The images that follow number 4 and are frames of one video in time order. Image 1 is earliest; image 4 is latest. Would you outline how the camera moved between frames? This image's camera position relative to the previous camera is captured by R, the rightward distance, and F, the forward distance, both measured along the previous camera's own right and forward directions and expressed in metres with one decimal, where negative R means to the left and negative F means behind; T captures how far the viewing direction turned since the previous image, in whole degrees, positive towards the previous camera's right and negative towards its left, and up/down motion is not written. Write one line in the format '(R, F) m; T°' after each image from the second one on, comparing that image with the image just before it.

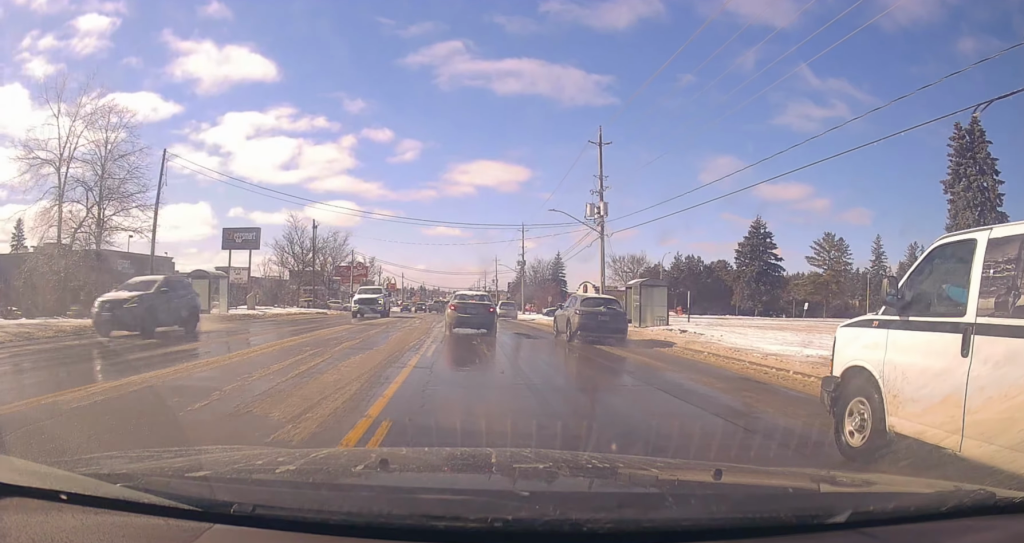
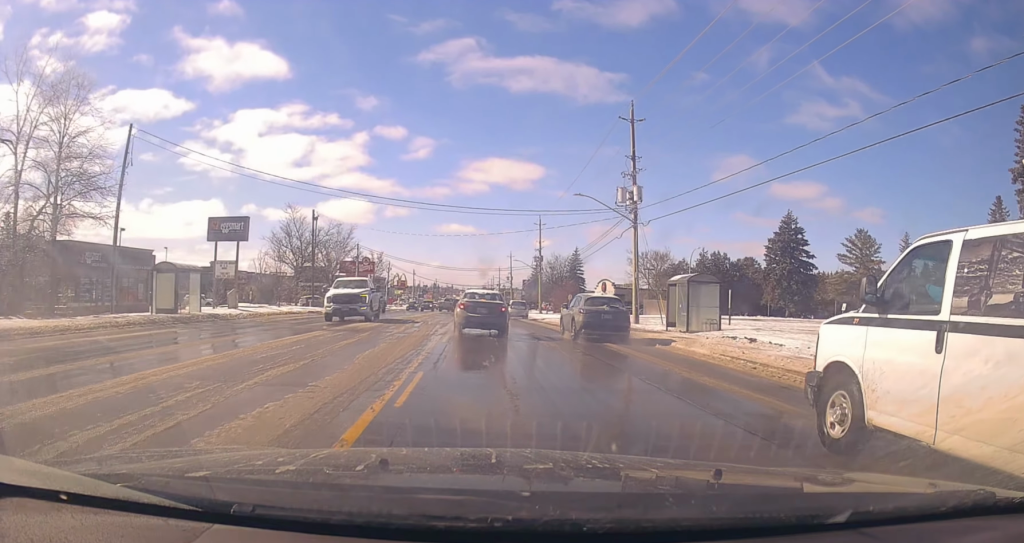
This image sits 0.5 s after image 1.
(-0.3, +5.6) m; -2°
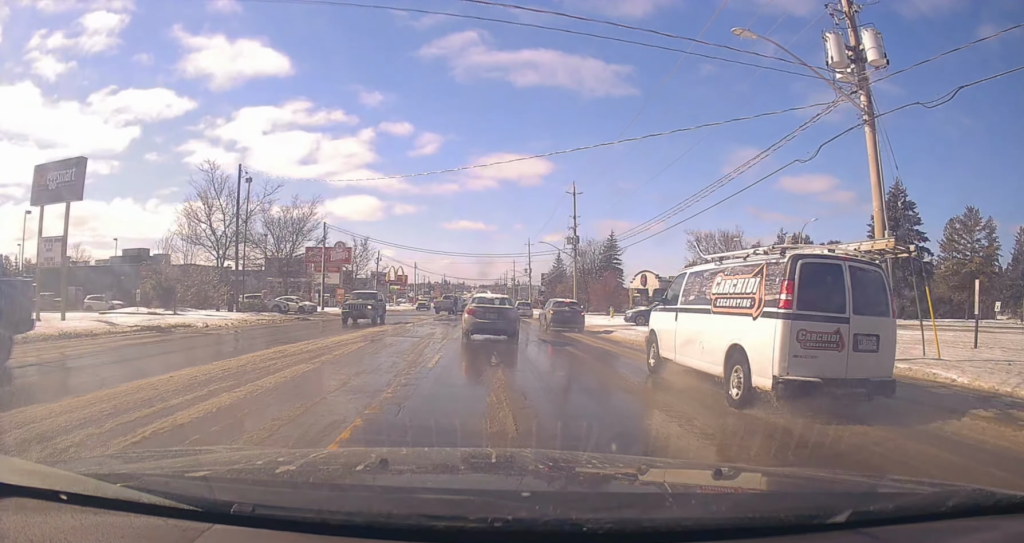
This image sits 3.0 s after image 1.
(-0.5, +23.5) m; 0°
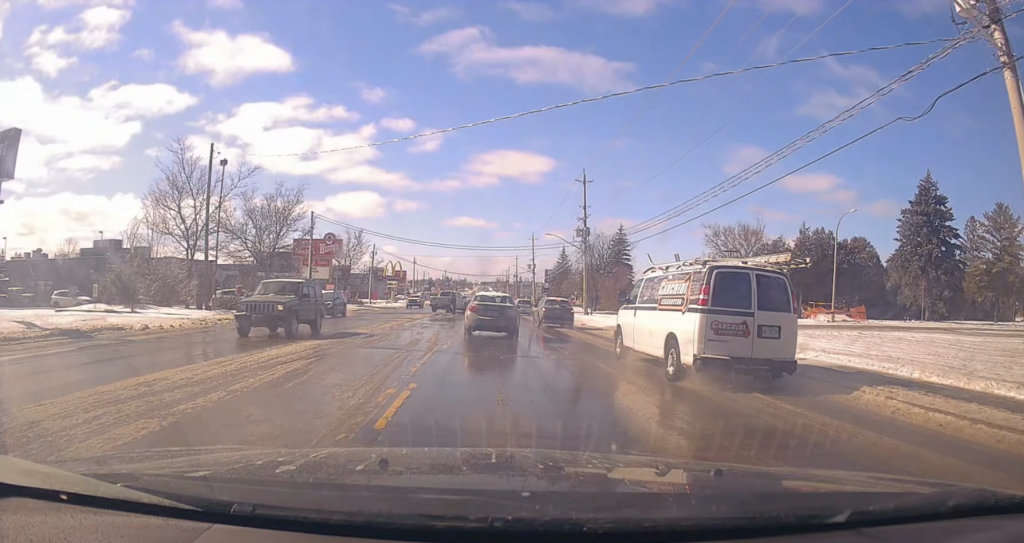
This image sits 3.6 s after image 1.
(0.0, +5.3) m; -2°
